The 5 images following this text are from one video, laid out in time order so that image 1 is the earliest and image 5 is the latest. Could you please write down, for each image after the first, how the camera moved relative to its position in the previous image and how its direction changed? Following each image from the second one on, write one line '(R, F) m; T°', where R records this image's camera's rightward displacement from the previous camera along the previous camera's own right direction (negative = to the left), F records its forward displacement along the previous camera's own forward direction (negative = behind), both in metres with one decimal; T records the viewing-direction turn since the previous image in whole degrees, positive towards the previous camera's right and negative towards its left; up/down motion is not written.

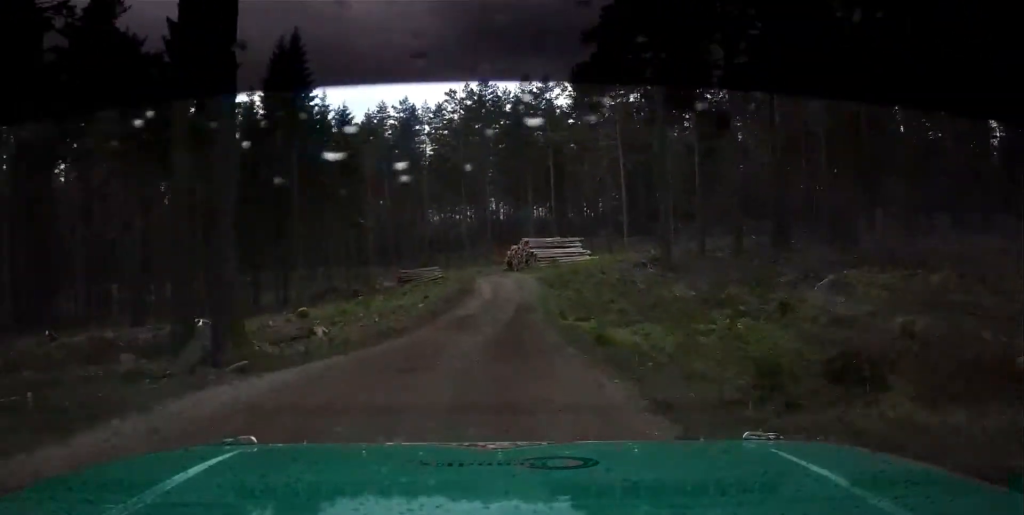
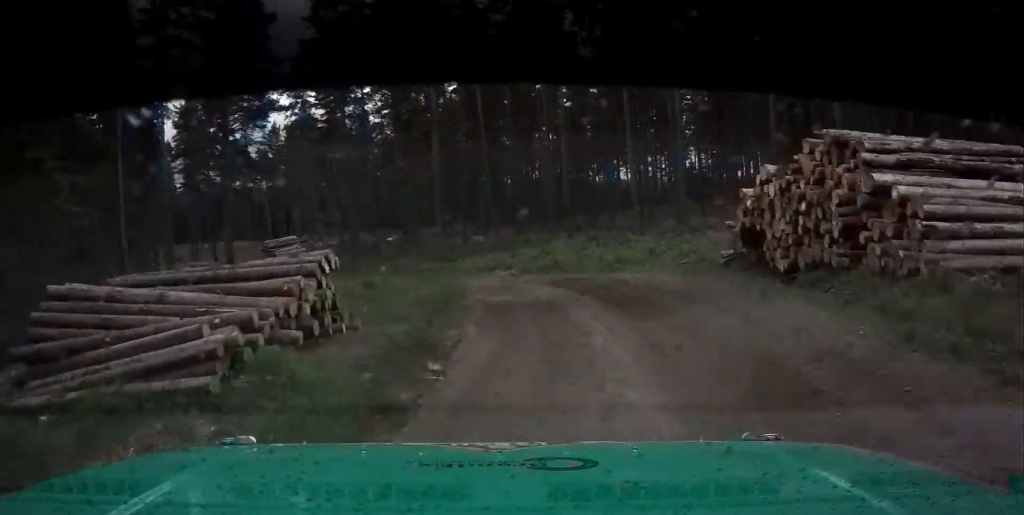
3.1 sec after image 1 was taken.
(+6.3, +51.1) m; 0°
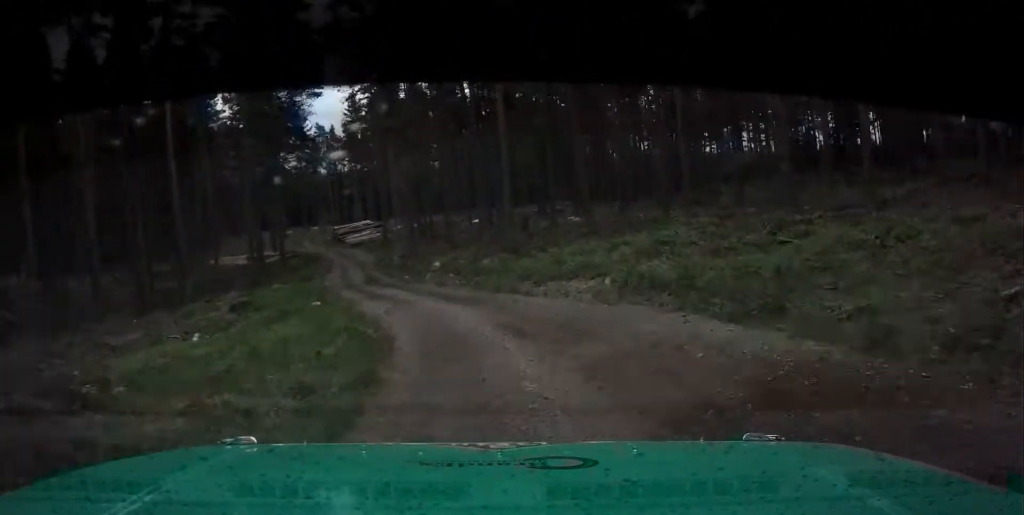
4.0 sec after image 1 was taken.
(-1.8, +14.9) m; -12°
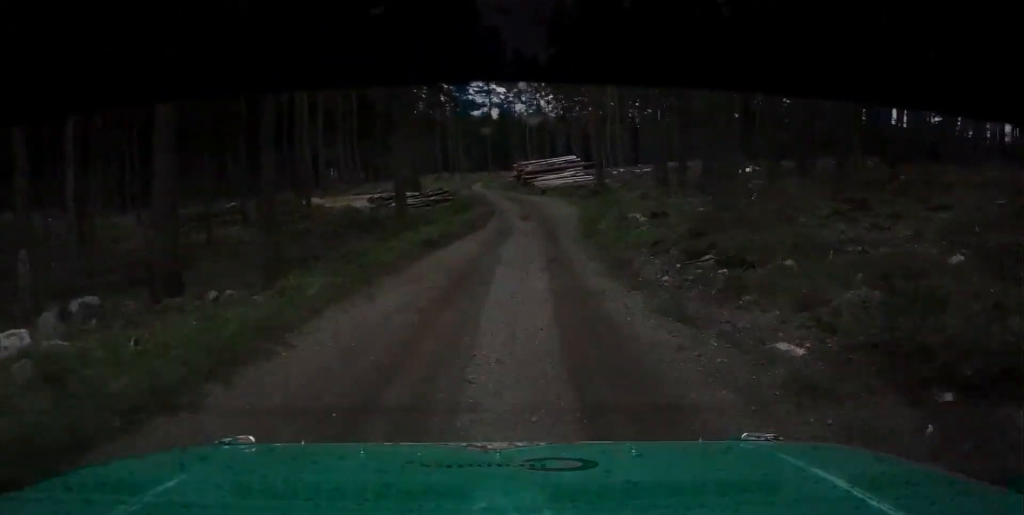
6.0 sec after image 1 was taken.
(-6.6, +35.0) m; -15°
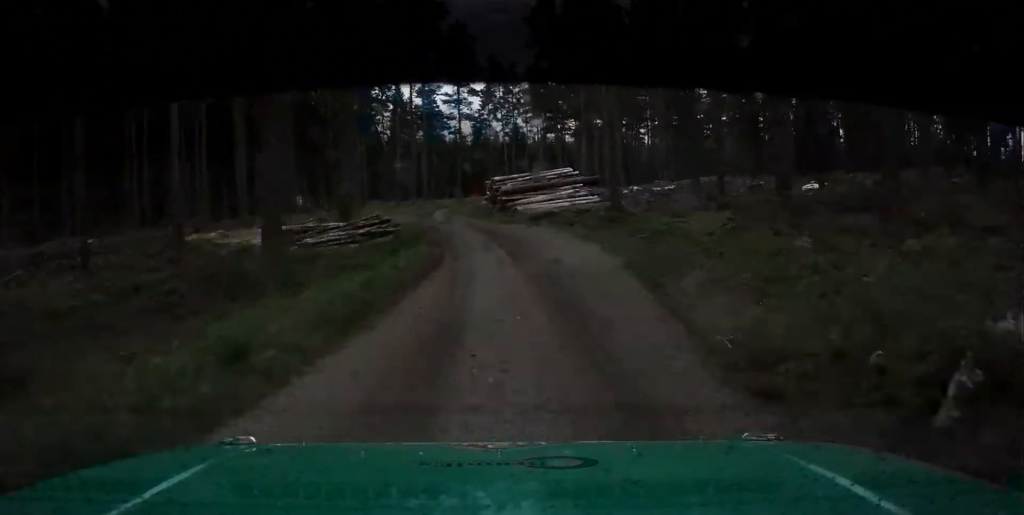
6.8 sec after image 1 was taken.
(-0.2, +15.2) m; -1°
